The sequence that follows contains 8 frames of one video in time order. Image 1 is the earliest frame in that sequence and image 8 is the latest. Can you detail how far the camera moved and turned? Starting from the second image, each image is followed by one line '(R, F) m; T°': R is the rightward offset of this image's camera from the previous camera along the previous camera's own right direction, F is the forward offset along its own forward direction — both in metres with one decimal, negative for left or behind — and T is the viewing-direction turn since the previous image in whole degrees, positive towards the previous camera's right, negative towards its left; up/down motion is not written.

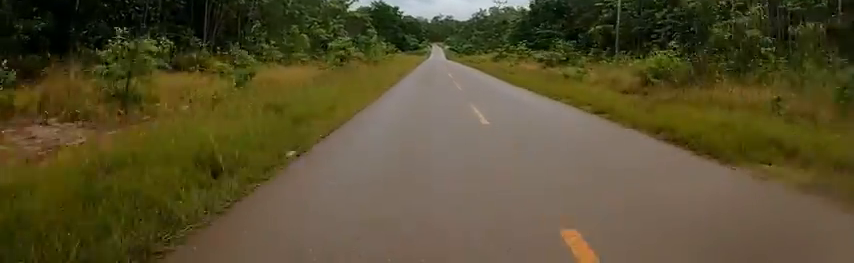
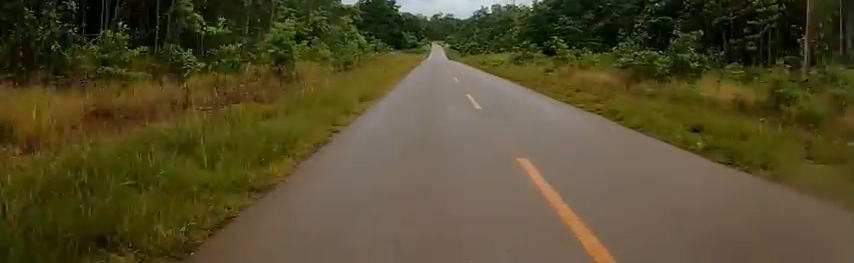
(0.0, +13.4) m; -1°
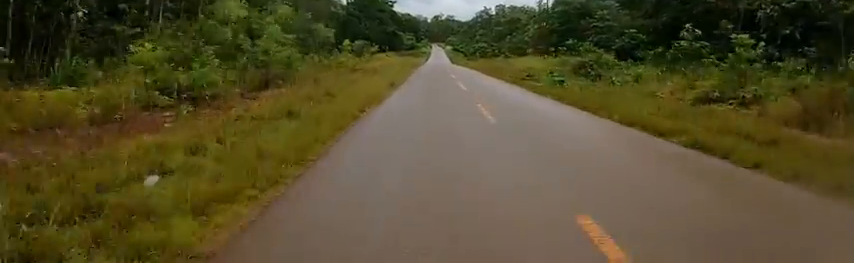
(-0.4, +17.8) m; -2°
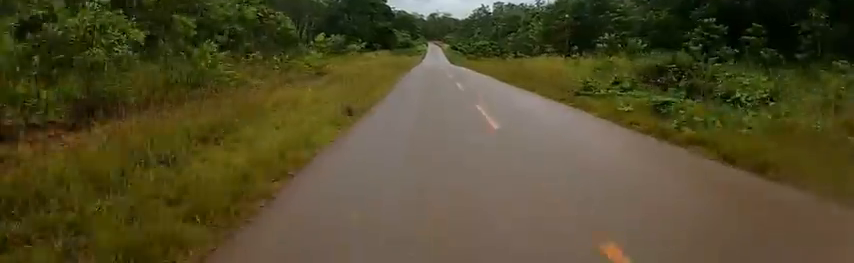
(0.0, +8.0) m; 0°
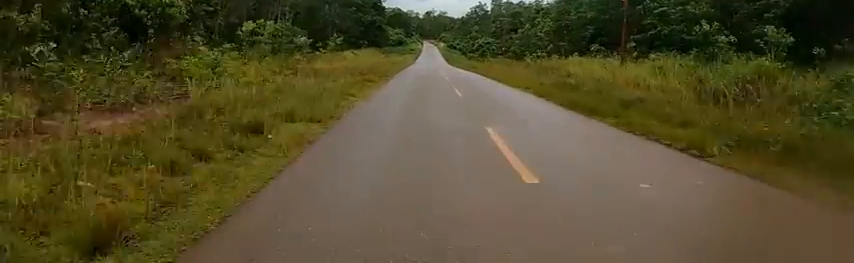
(0.0, +11.2) m; +1°
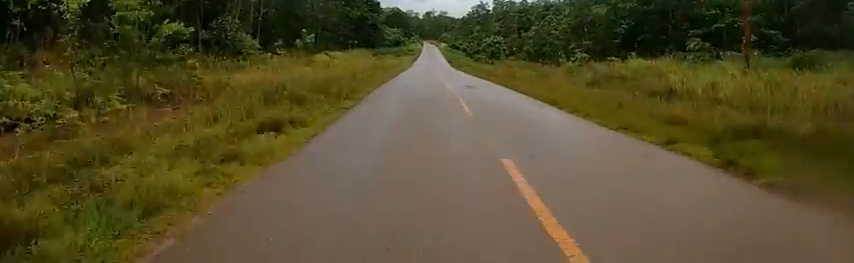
(0.0, +10.3) m; +2°
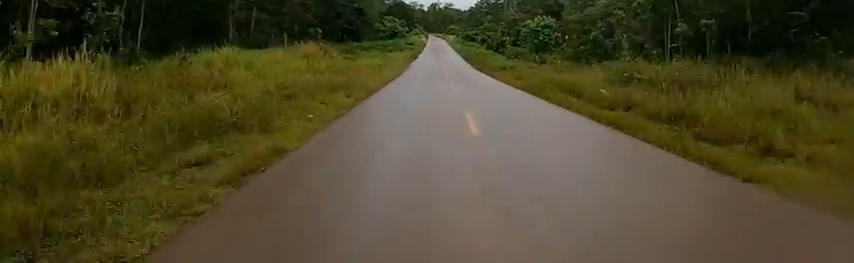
(+1.0, +24.3) m; +2°
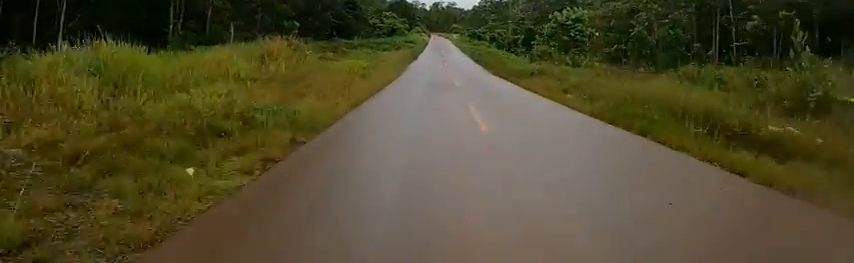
(0.0, +7.2) m; 0°
